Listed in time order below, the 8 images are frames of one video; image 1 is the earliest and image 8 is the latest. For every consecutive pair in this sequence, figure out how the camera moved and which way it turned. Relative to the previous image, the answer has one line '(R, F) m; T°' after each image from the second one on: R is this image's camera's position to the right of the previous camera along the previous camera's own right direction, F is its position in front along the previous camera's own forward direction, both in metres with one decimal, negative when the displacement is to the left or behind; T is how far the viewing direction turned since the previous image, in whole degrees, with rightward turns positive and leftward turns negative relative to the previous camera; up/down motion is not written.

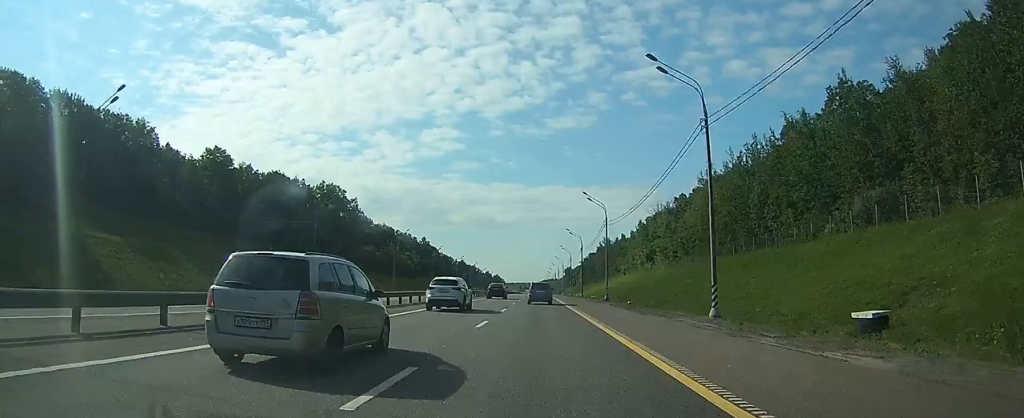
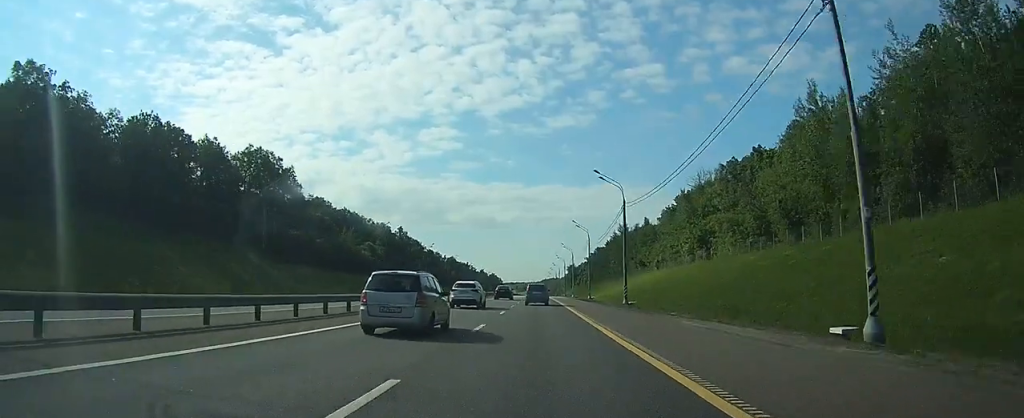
(+0.2, +49.0) m; 0°
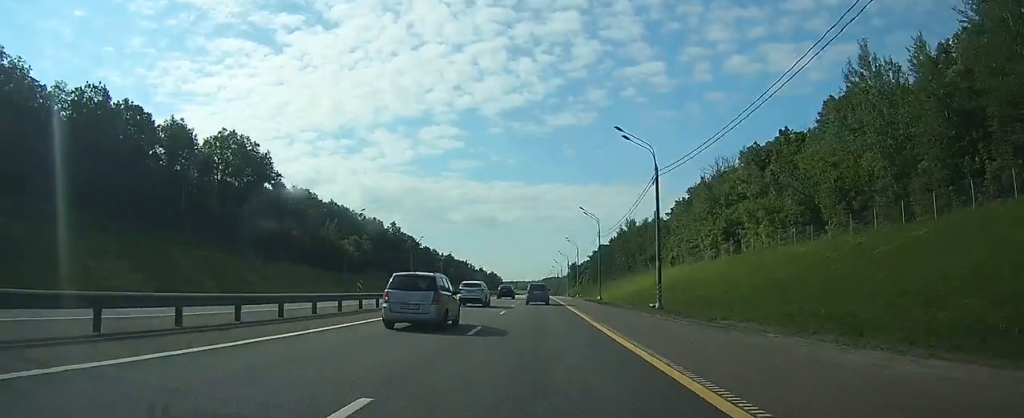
(0.0, +13.3) m; 0°
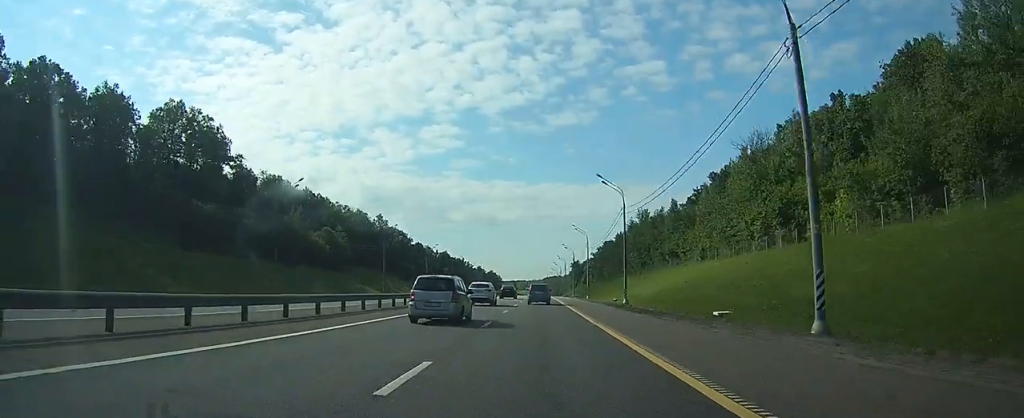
(+0.1, +20.5) m; 0°
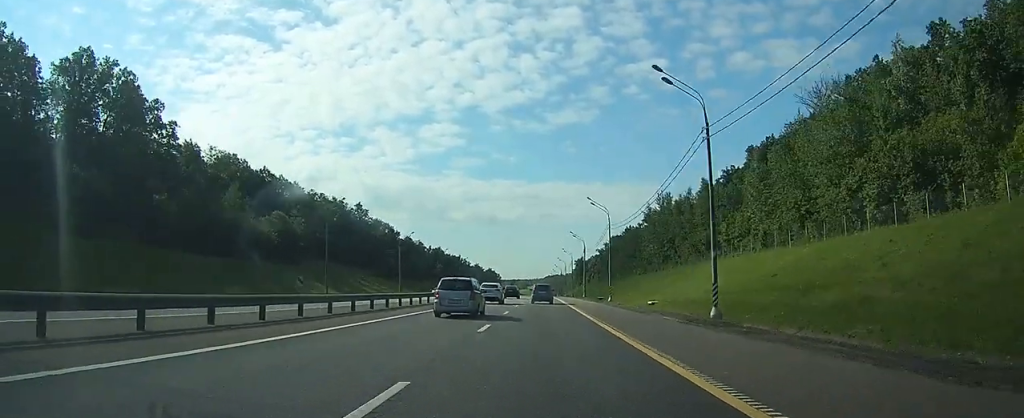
(0.0, +25.8) m; 0°
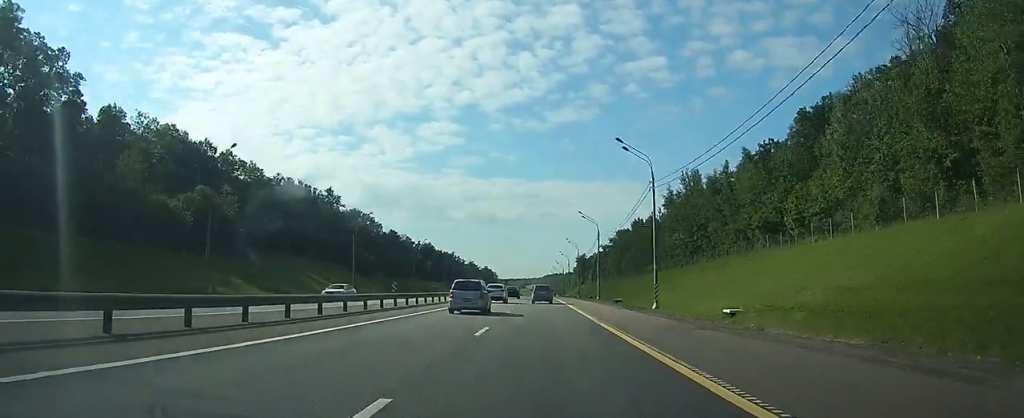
(0.0, +25.0) m; 0°
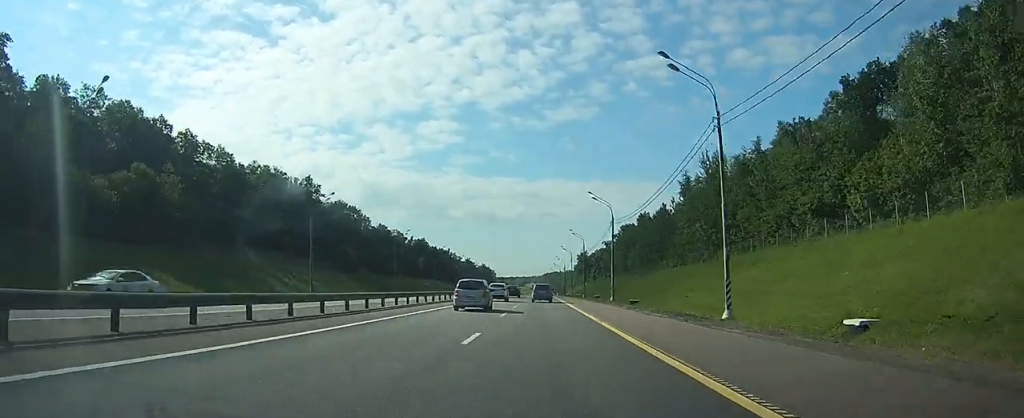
(0.0, +14.6) m; 0°
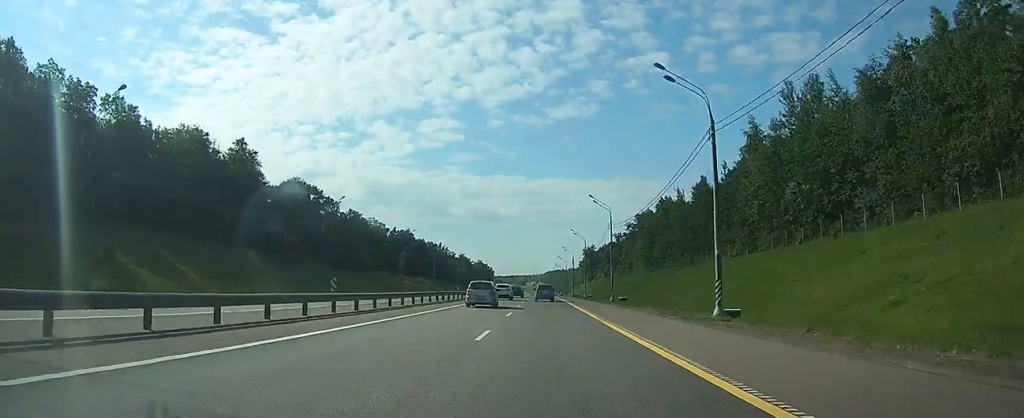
(0.0, +34.8) m; 0°
